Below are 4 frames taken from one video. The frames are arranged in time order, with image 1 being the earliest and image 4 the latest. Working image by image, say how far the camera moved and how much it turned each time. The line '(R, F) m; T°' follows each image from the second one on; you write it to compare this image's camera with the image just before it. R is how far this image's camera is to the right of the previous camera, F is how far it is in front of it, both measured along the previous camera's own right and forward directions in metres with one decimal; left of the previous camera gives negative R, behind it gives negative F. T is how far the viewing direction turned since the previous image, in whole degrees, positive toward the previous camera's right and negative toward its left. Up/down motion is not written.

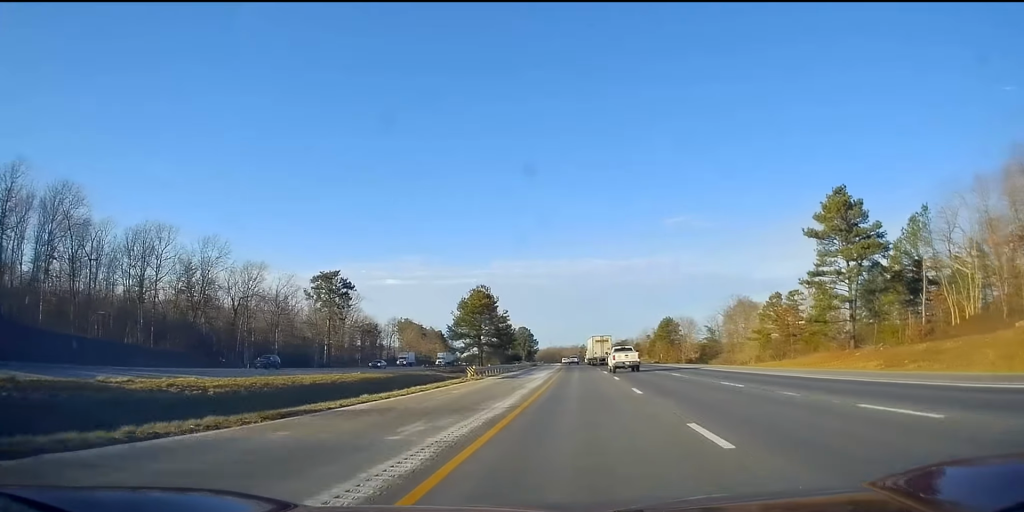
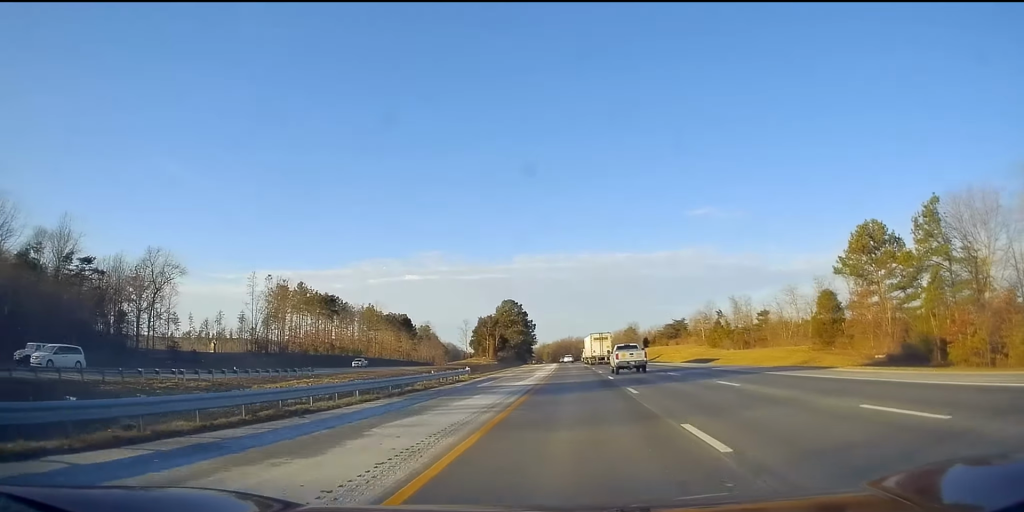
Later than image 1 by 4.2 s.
(-3.5, +130.3) m; -2°
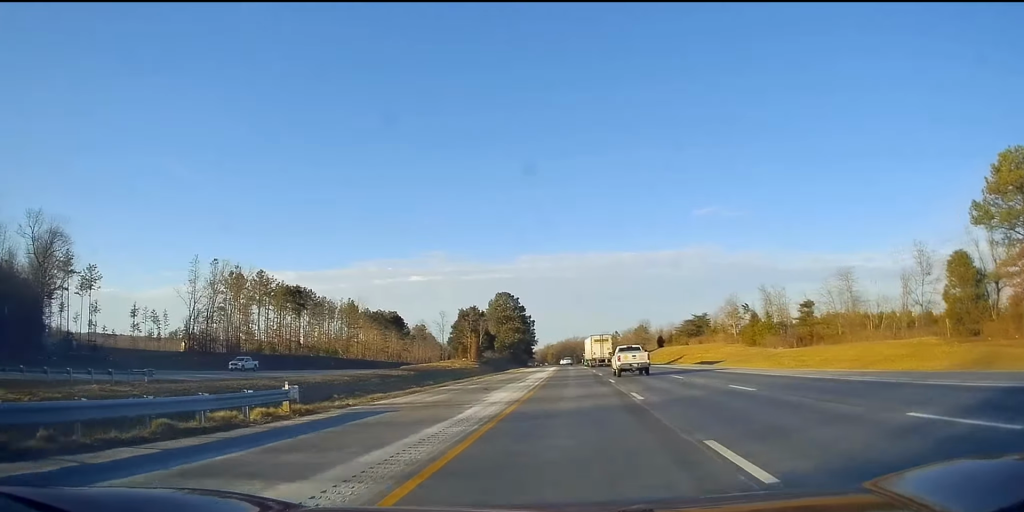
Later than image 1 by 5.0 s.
(-0.2, +26.0) m; 0°
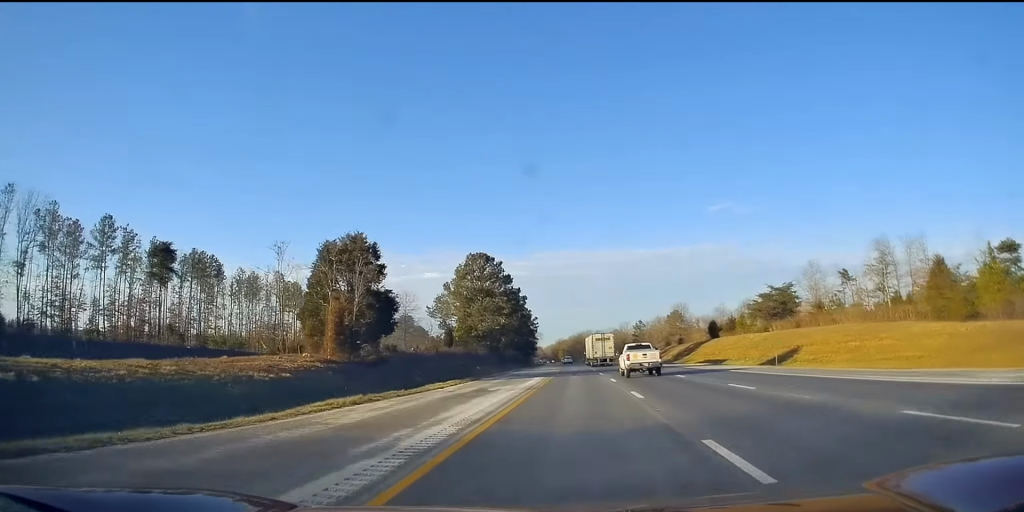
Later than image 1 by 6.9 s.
(-0.1, +60.7) m; -1°
